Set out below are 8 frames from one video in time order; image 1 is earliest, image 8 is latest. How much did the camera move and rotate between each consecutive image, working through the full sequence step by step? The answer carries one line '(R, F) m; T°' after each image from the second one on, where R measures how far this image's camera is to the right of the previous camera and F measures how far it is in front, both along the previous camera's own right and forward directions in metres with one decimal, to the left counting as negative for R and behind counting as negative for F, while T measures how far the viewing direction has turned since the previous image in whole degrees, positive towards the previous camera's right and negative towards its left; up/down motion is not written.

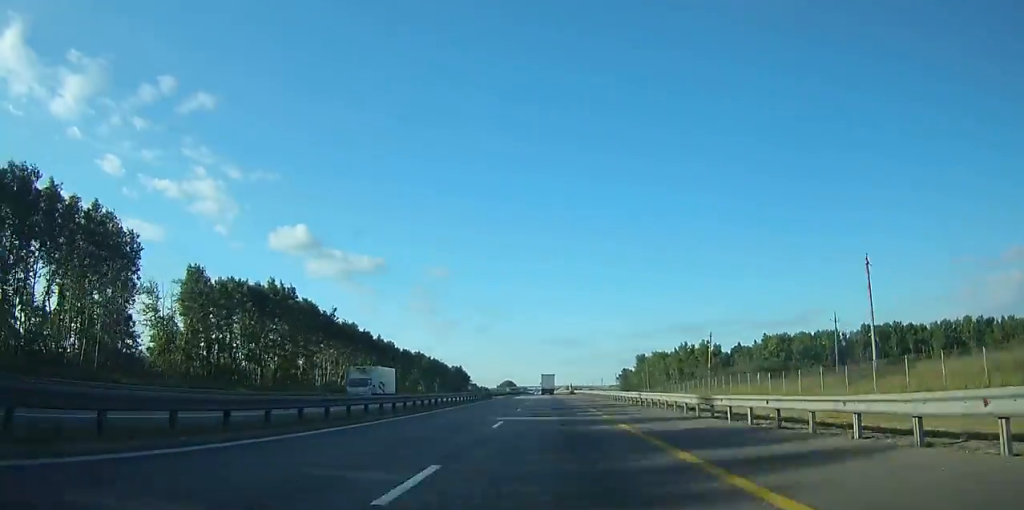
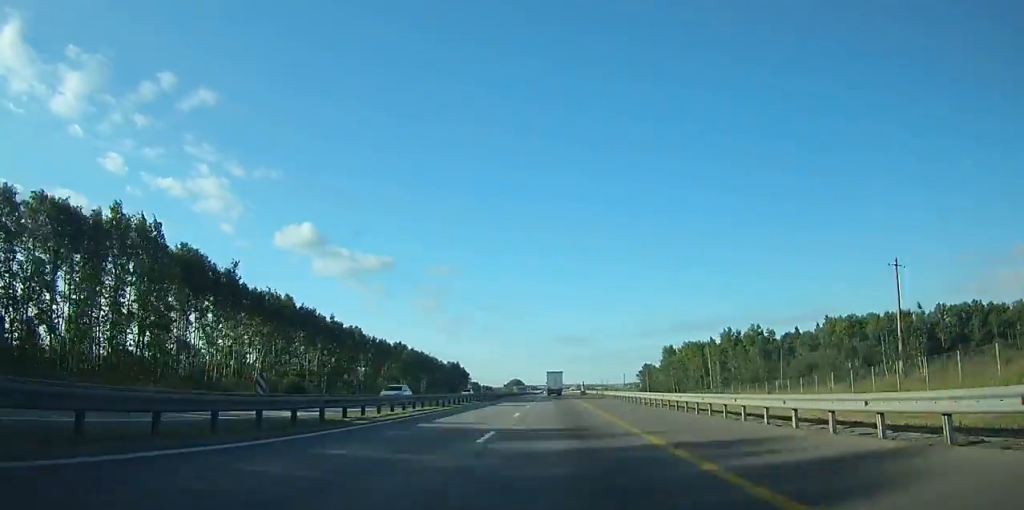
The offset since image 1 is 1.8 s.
(-0.3, +52.8) m; -1°
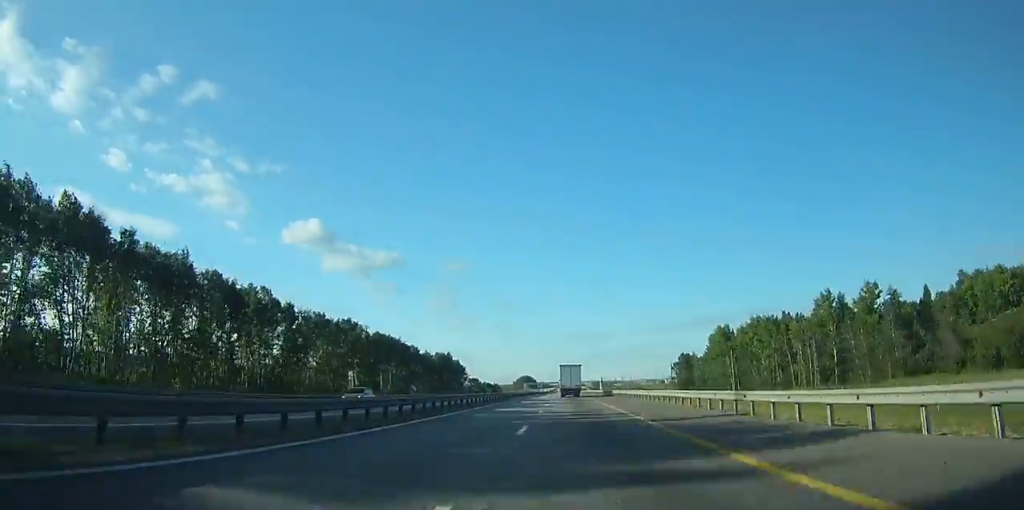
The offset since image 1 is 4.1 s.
(-0.6, +68.6) m; -1°
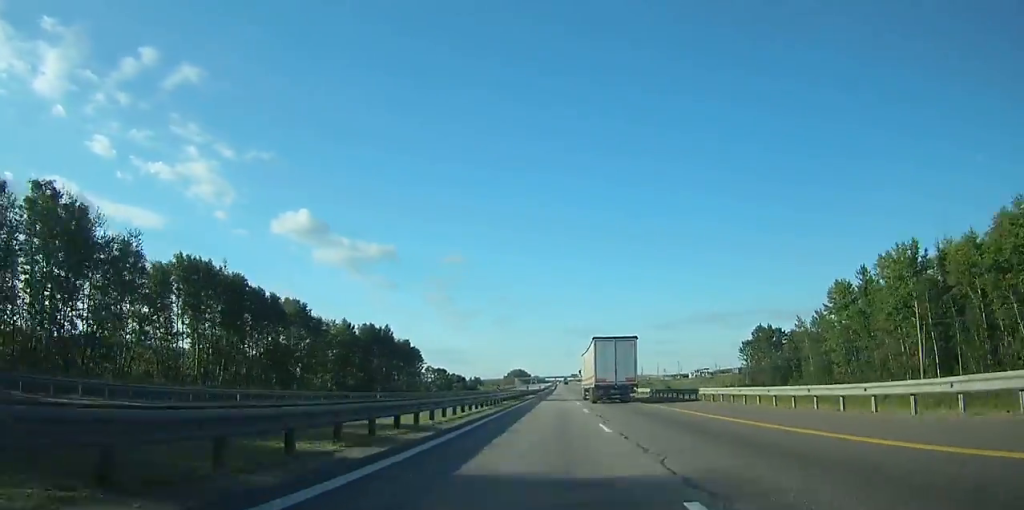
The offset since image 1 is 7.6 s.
(-0.4, +104.3) m; 0°
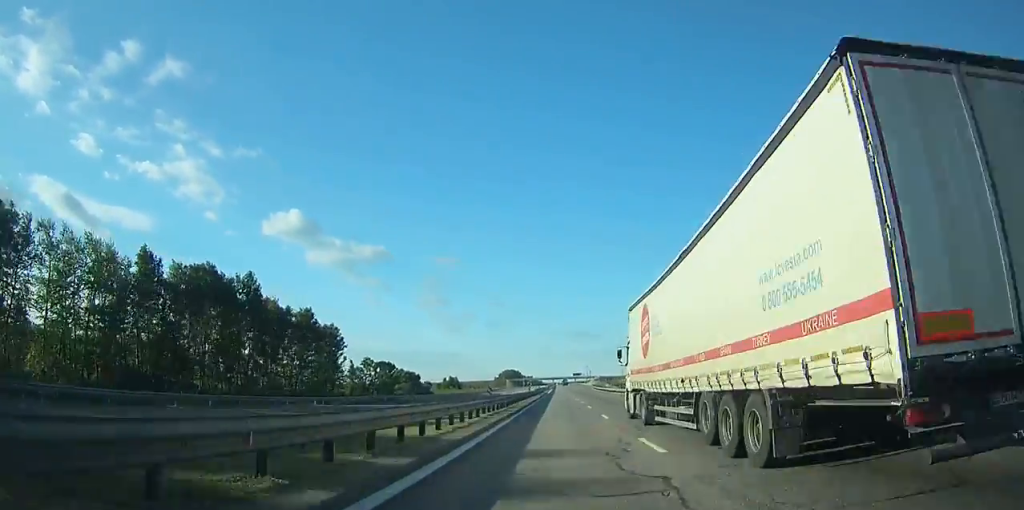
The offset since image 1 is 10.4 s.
(+0.4, +81.8) m; 0°
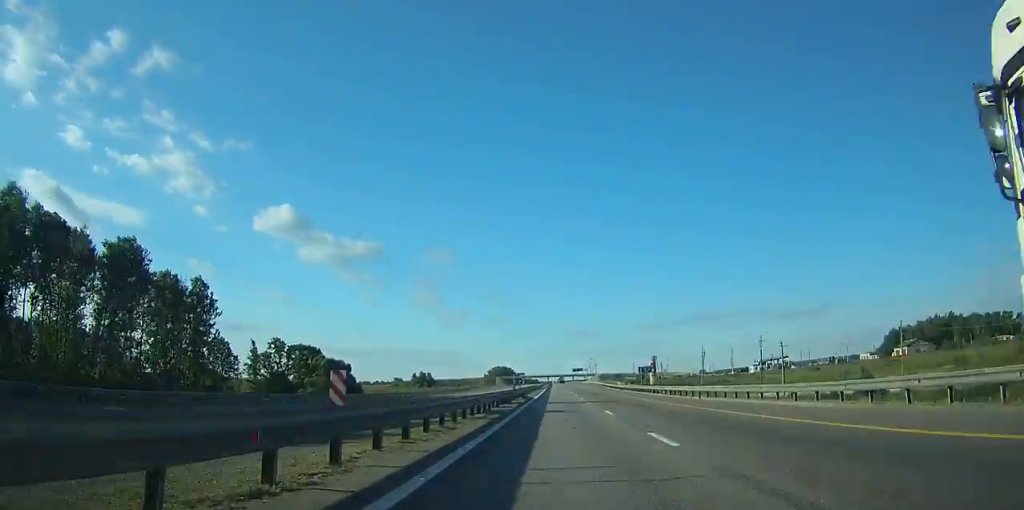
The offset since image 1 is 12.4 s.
(+0.2, +58.1) m; 0°
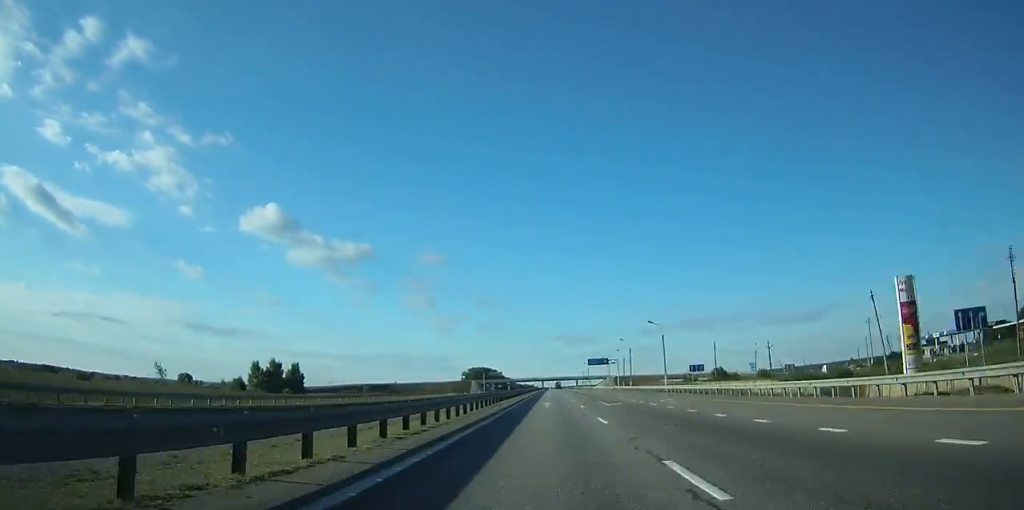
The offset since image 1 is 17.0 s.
(+0.4, +142.1) m; 0°
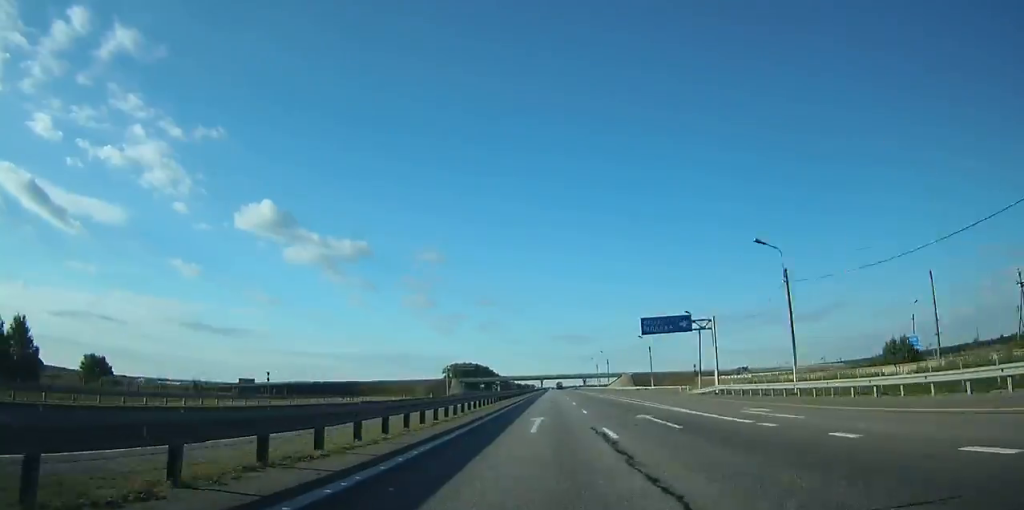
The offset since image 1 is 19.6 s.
(0.0, +82.4) m; 0°
